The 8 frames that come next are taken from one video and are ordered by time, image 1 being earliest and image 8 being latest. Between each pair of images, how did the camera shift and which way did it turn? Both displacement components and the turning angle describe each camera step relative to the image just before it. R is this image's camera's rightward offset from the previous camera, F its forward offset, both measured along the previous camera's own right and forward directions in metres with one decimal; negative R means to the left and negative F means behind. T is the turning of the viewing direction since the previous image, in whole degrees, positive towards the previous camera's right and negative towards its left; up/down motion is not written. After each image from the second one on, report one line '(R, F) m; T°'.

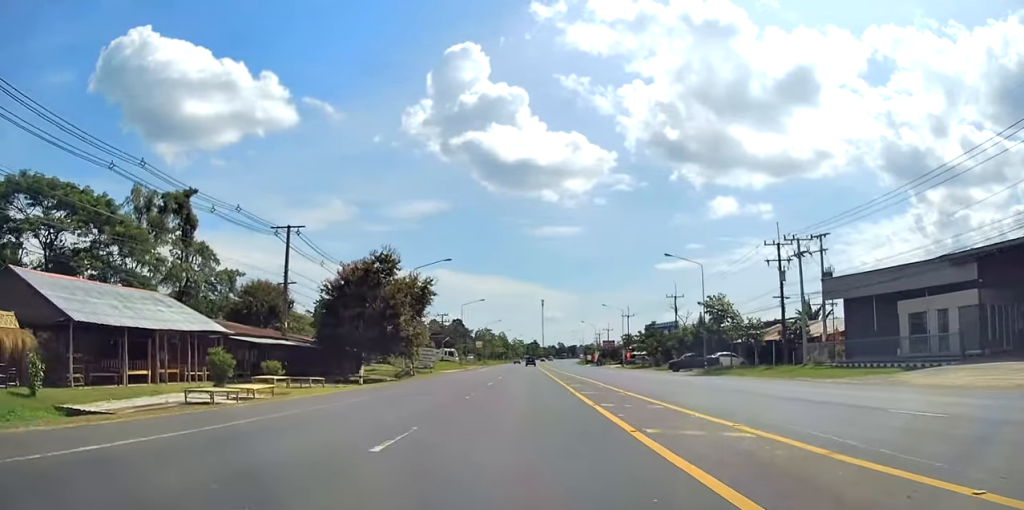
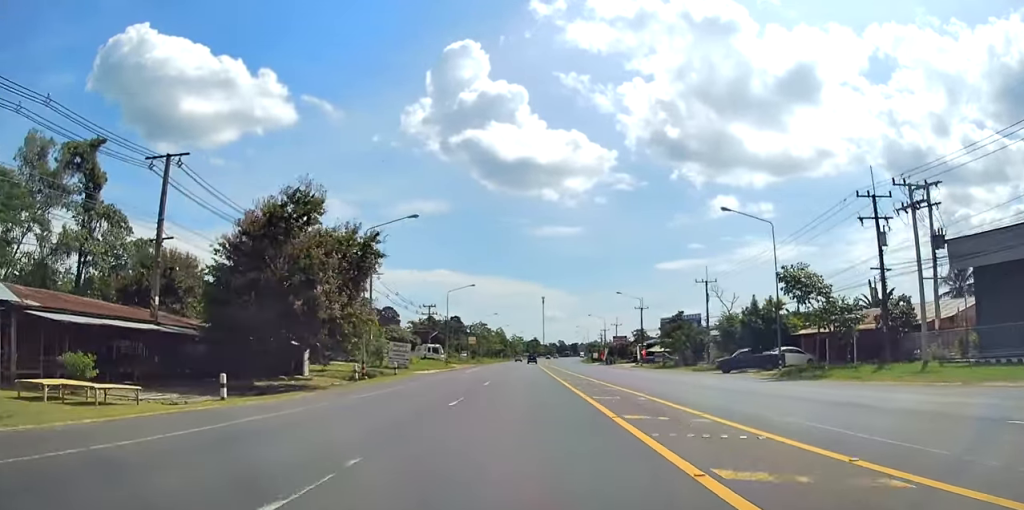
(-0.2, +16.3) m; -1°
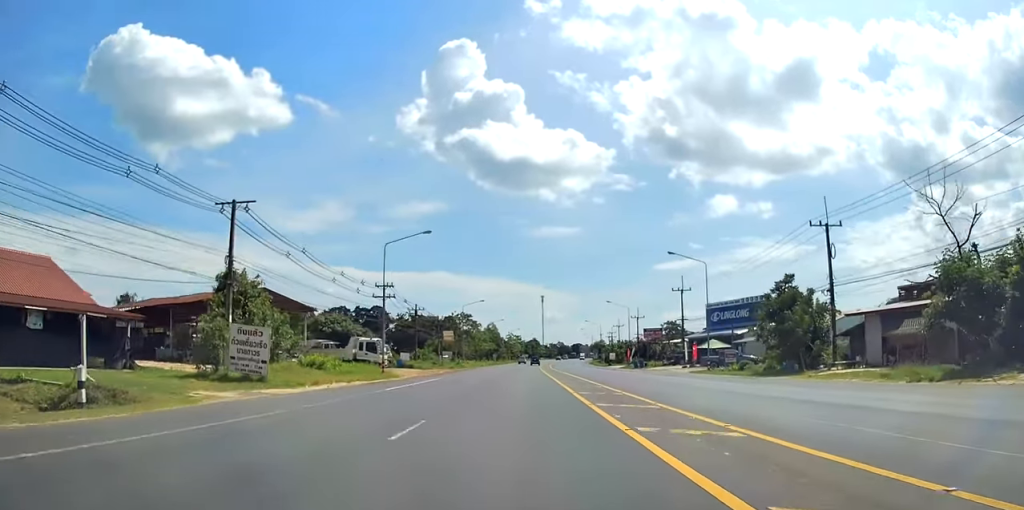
(+0.3, +31.5) m; 0°
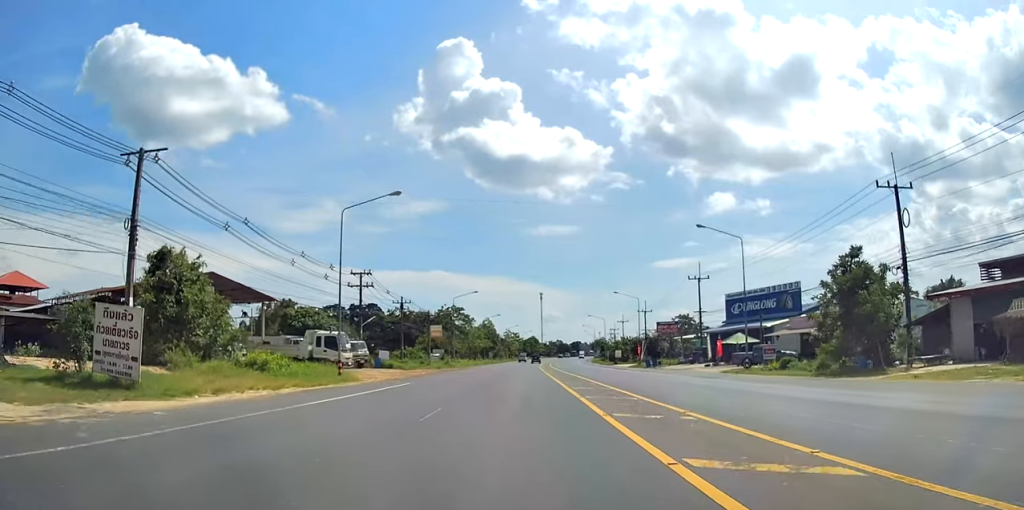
(-0.3, +9.4) m; -1°
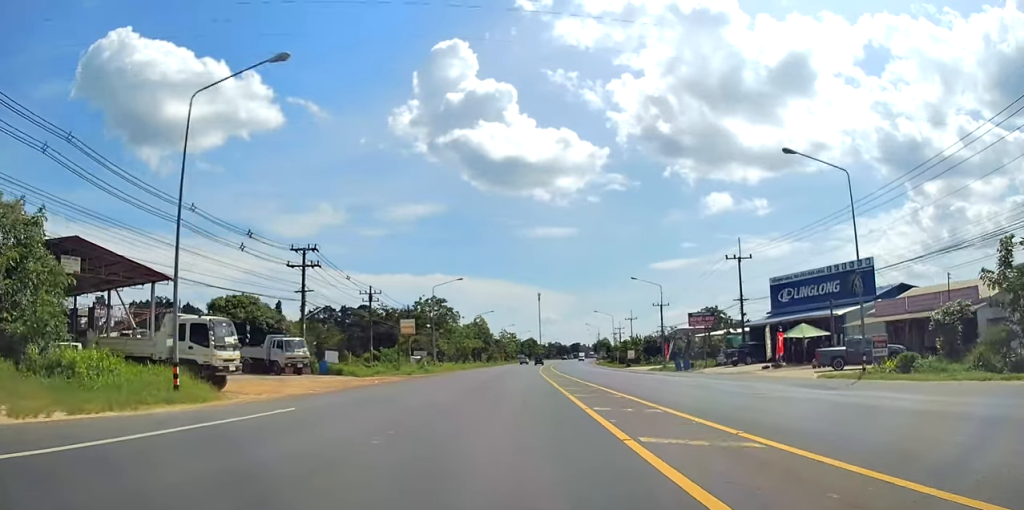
(-0.2, +15.9) m; -1°
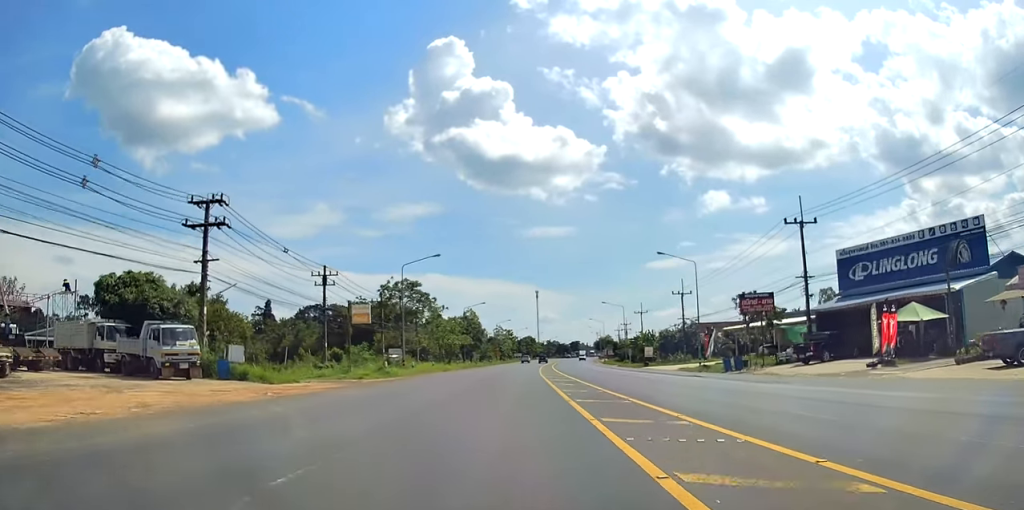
(0.0, +14.9) m; +1°
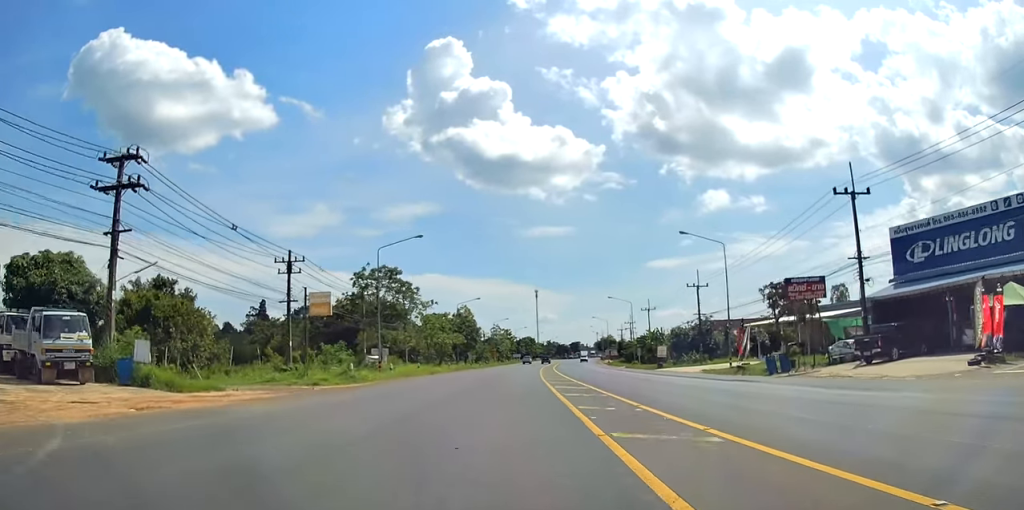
(0.0, +8.0) m; +1°
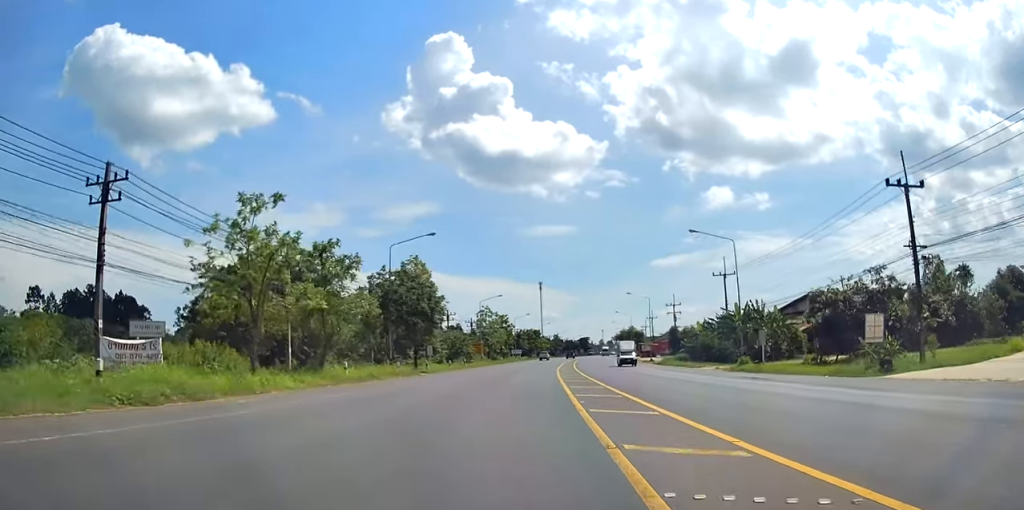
(+0.2, +42.9) m; -1°
